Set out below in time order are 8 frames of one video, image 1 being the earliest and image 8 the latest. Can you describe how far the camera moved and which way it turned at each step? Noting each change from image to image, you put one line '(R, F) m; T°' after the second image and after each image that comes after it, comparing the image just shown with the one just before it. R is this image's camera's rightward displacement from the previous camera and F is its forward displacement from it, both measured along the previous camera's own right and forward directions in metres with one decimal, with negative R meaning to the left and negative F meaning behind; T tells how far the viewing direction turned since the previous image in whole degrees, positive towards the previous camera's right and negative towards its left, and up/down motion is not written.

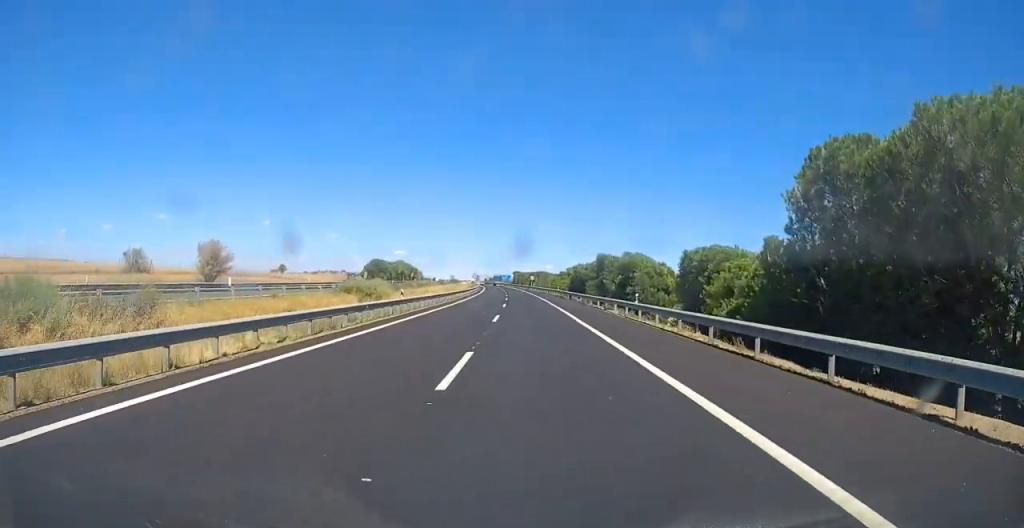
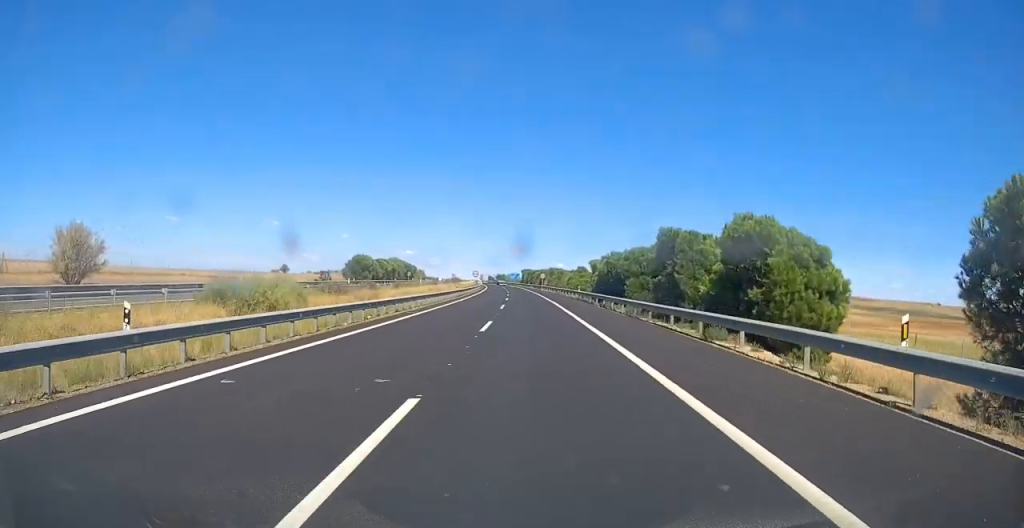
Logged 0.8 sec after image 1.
(-0.1, +23.2) m; -1°
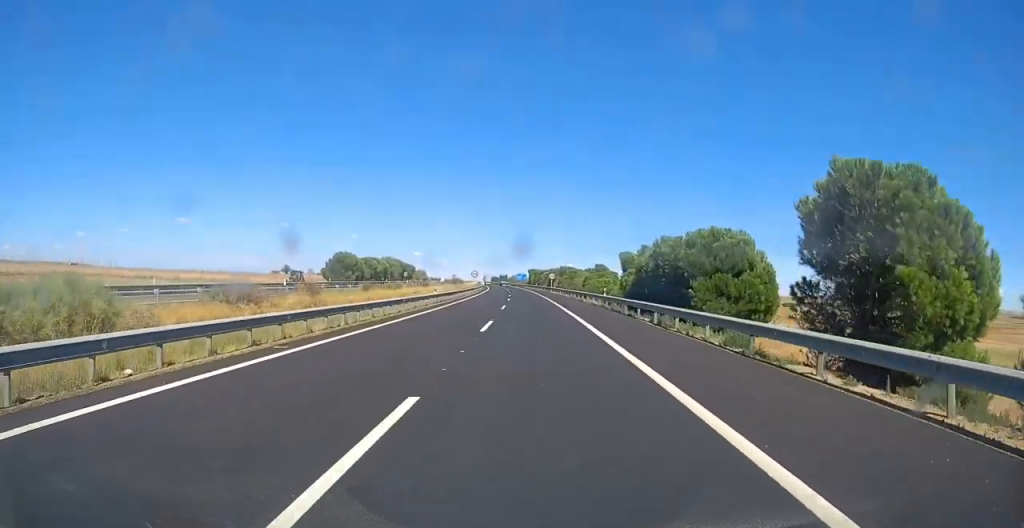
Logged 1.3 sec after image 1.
(0.0, +17.1) m; -1°
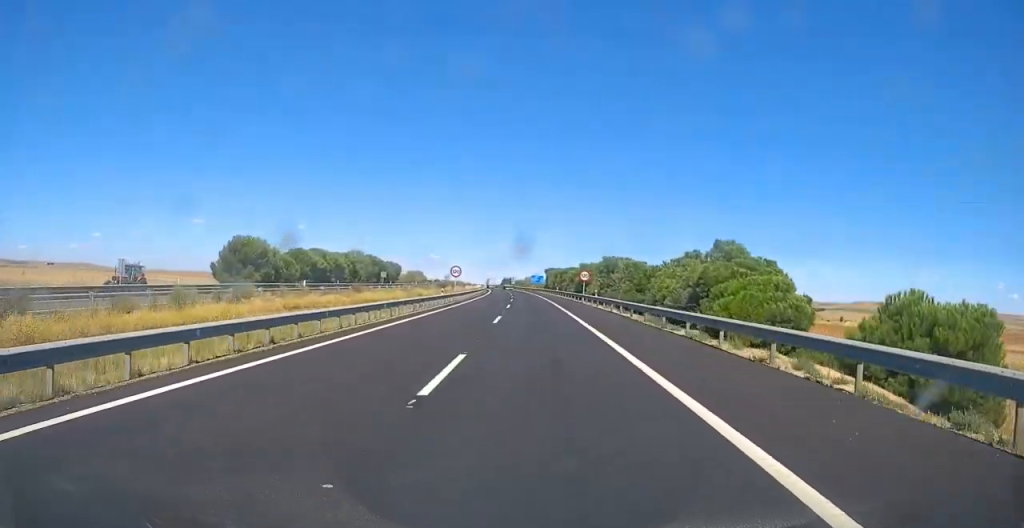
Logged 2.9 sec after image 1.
(-0.6, +45.9) m; -2°
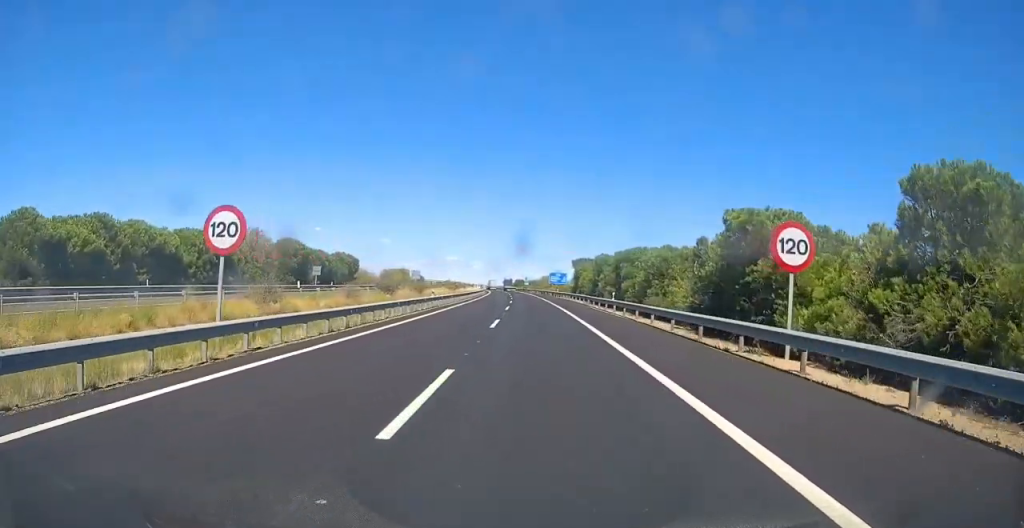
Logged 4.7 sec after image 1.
(-0.8, +53.5) m; -2°
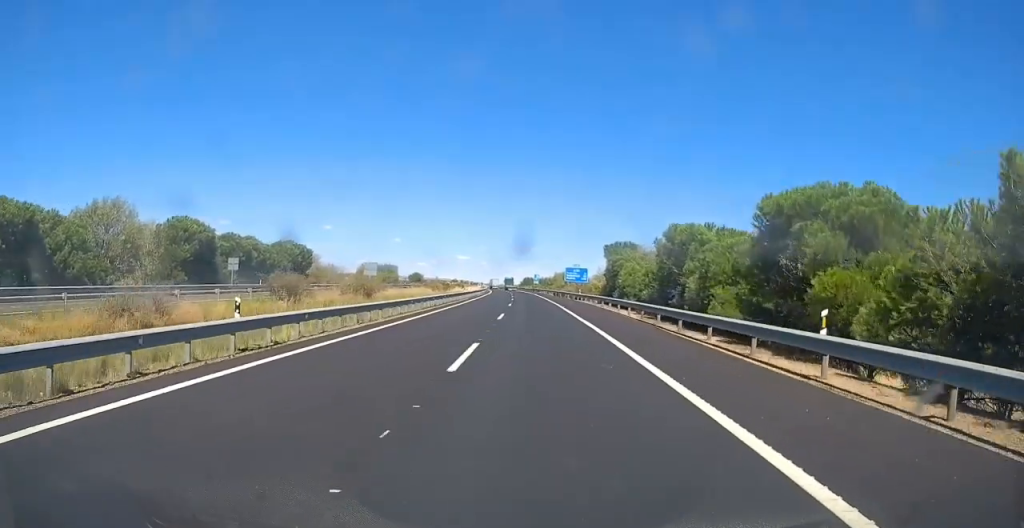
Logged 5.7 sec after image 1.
(-0.3, +29.0) m; -1°
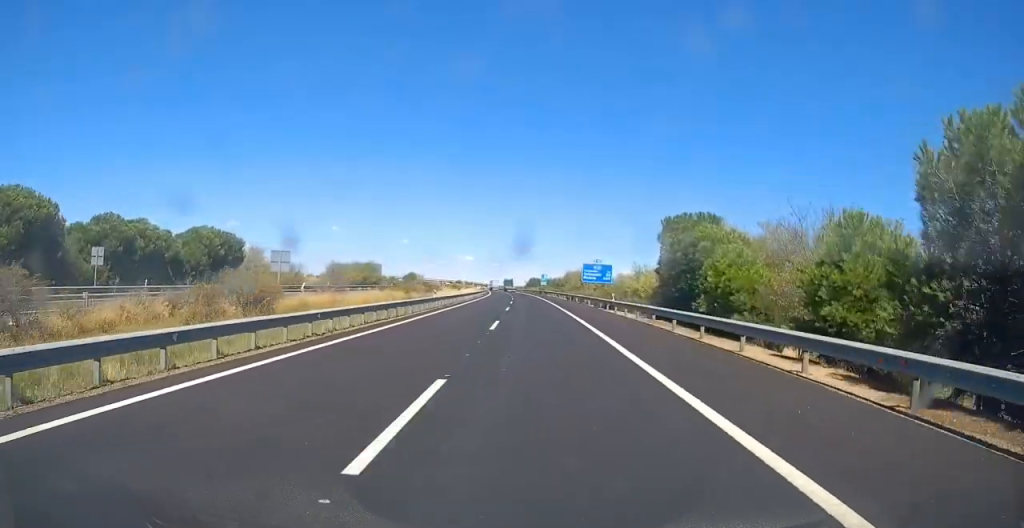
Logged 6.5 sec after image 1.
(-0.2, +23.2) m; -1°
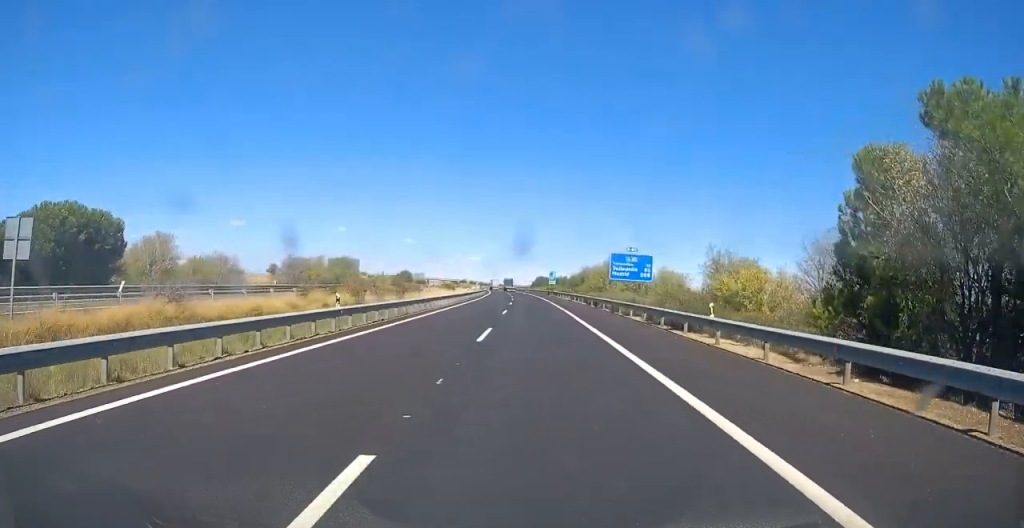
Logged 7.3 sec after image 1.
(0.0, +22.1) m; 0°
